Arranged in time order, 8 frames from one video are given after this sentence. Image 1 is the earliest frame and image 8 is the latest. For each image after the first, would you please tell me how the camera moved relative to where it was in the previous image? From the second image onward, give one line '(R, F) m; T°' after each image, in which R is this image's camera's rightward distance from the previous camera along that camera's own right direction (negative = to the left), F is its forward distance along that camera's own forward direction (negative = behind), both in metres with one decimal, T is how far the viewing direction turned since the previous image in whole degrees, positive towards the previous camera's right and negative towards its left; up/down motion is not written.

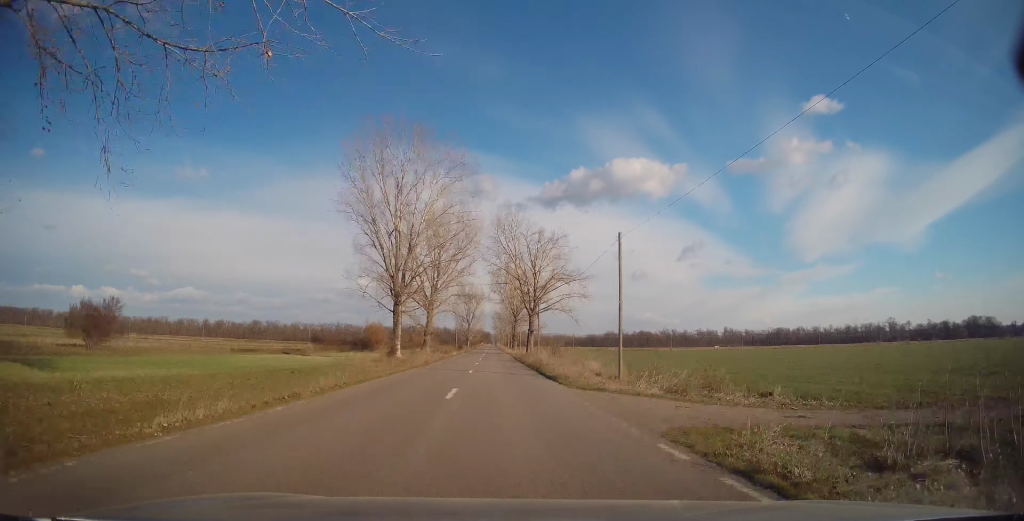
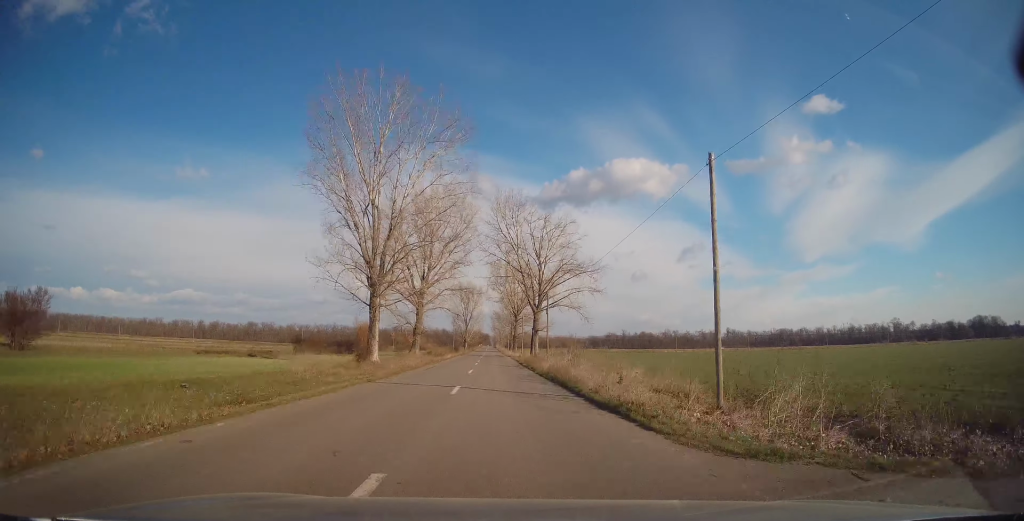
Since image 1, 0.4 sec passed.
(0.0, +10.3) m; 0°
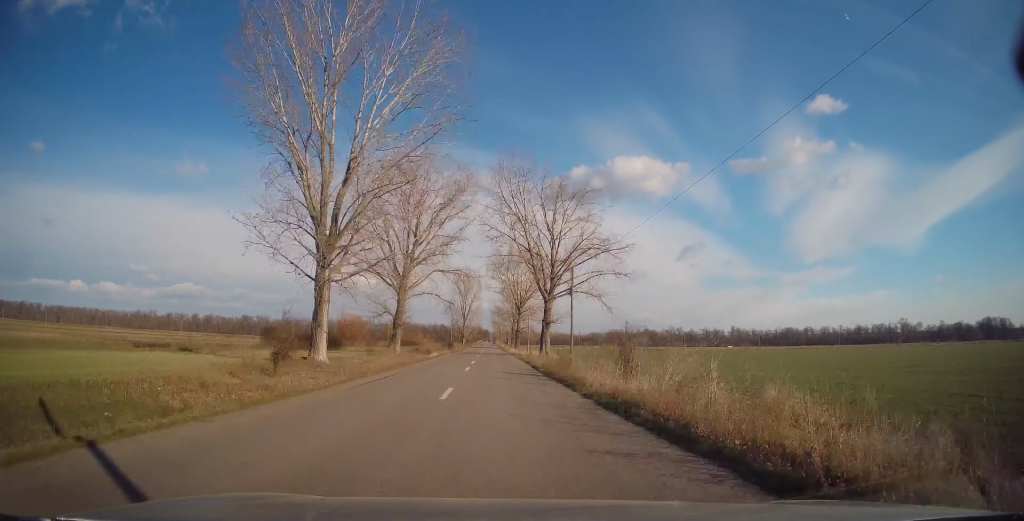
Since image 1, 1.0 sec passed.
(0.0, +13.8) m; 0°
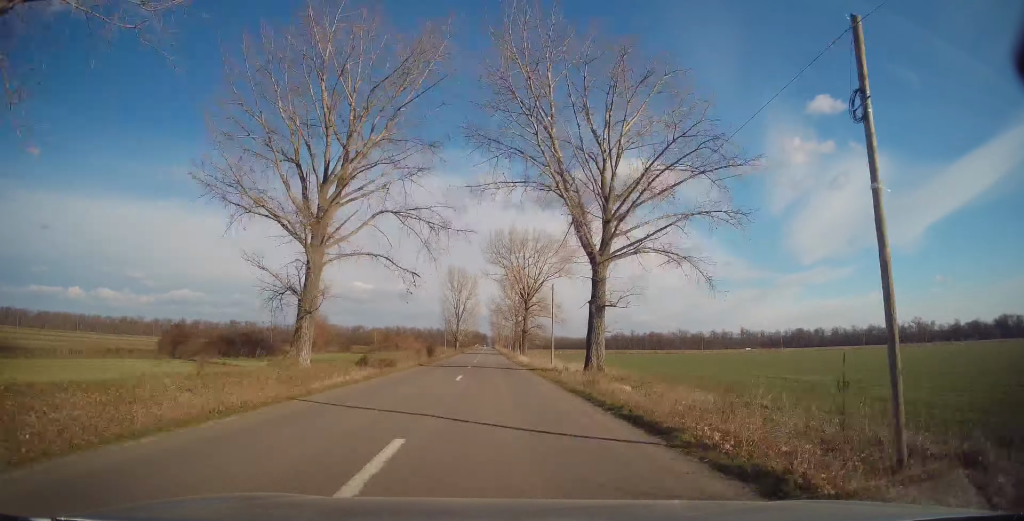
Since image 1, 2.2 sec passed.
(-0.1, +27.8) m; 0°
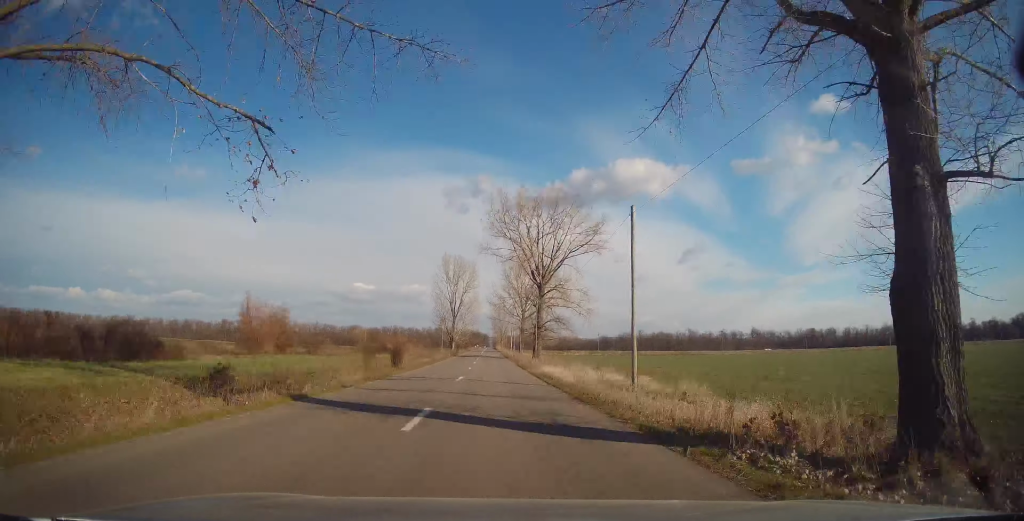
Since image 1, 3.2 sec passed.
(+0.2, +23.2) m; 0°
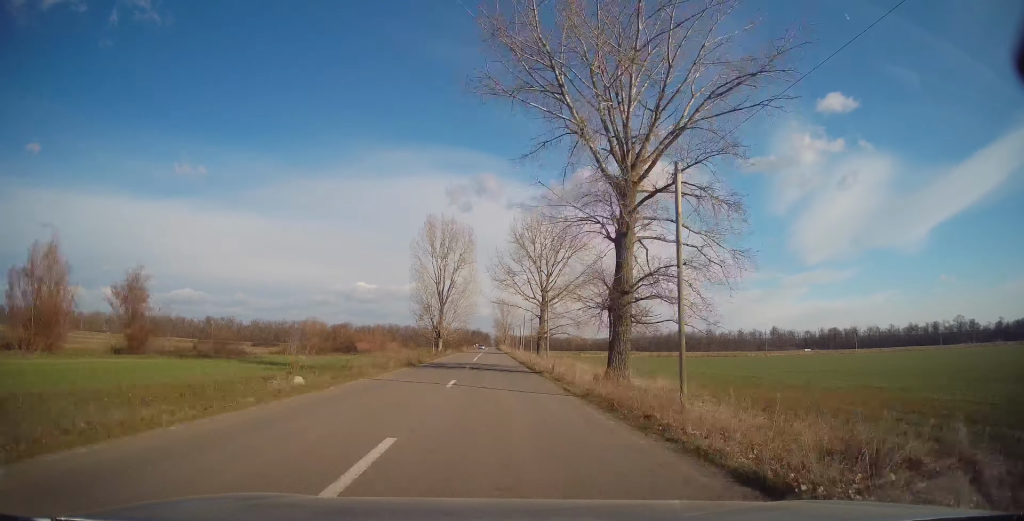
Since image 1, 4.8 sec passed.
(-0.8, +39.6) m; -1°
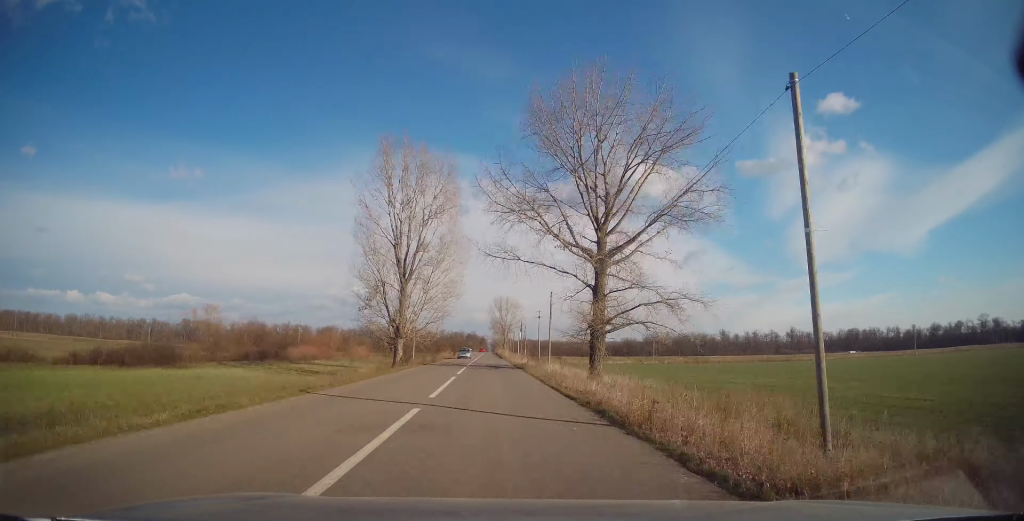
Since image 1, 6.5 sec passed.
(+0.5, +40.6) m; +1°
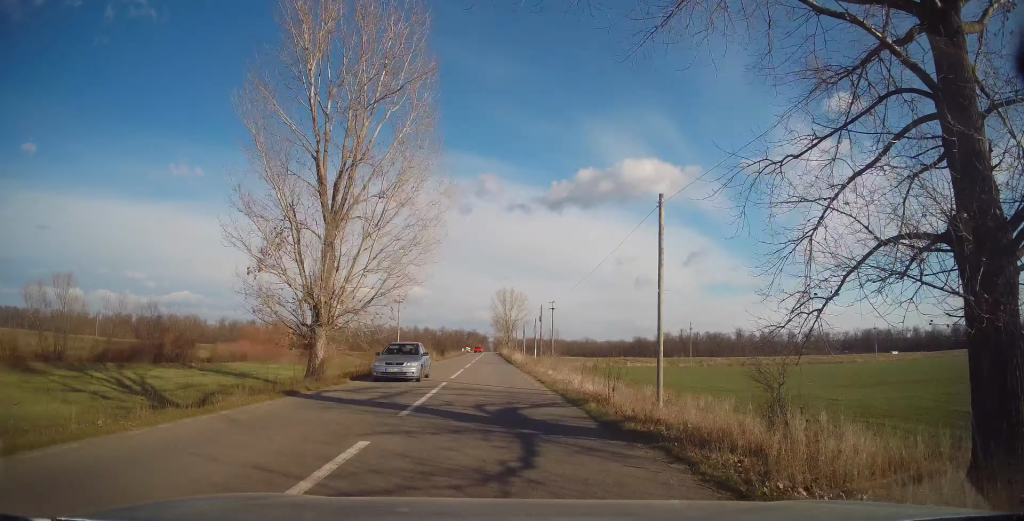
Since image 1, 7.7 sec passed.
(0.0, +28.0) m; 0°
